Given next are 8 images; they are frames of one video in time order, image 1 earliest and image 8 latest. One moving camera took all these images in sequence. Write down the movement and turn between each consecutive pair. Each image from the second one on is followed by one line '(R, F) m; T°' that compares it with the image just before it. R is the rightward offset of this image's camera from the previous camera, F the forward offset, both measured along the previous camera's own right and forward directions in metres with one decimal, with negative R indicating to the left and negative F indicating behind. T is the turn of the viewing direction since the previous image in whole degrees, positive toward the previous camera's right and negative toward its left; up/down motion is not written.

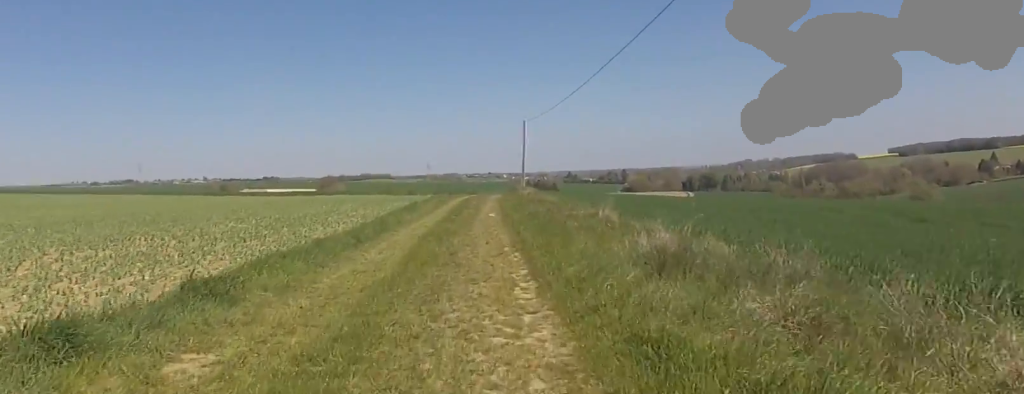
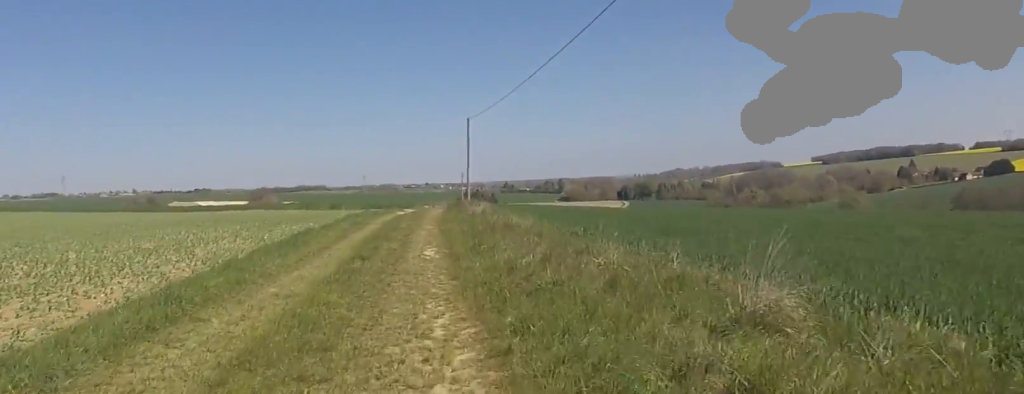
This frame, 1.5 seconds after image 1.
(+0.6, +8.9) m; +14°
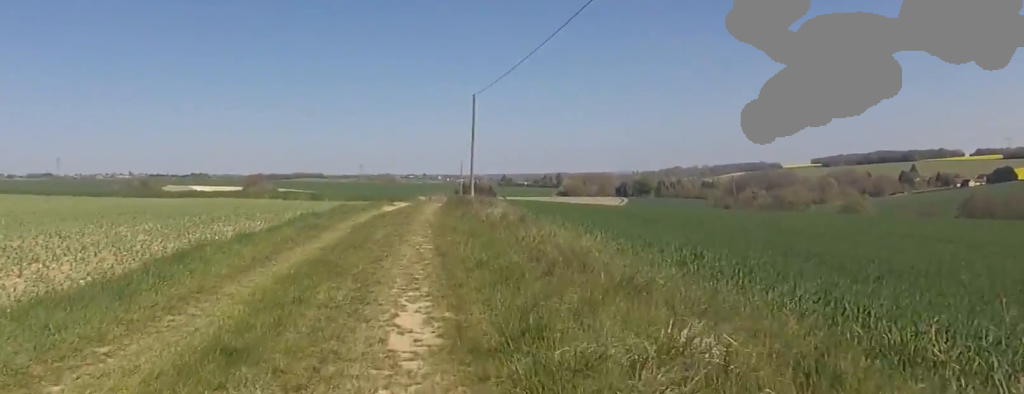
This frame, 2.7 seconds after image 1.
(+0.5, +6.8) m; -6°
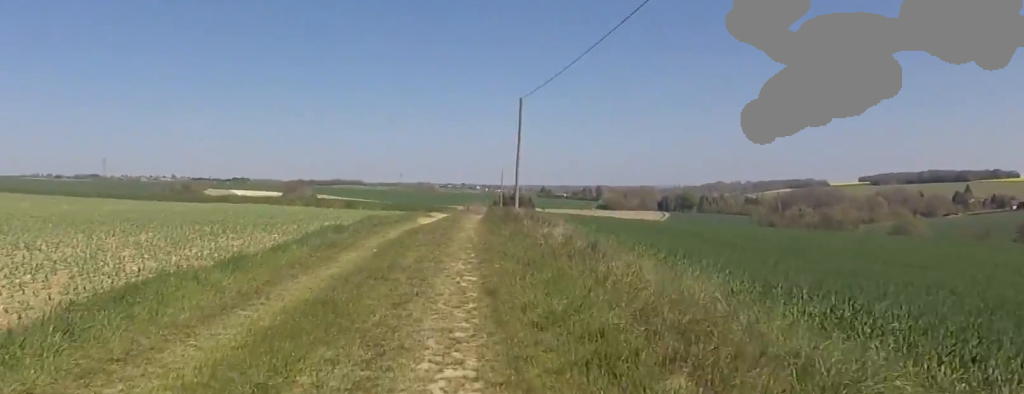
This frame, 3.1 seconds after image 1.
(-0.3, +2.4) m; -6°
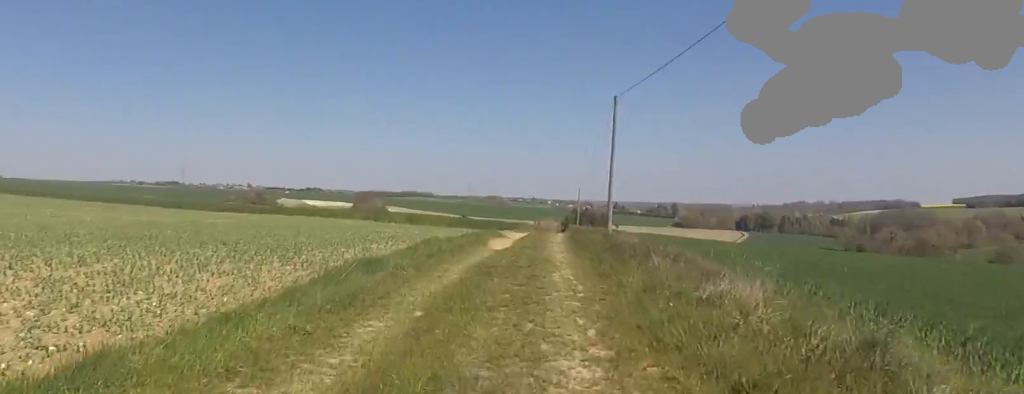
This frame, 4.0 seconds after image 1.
(-0.2, +4.7) m; -3°
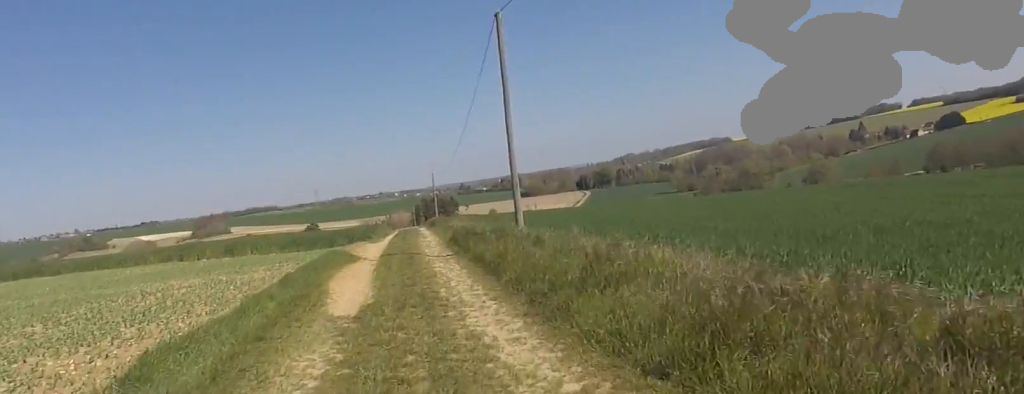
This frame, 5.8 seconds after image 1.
(+1.4, +9.0) m; +18°
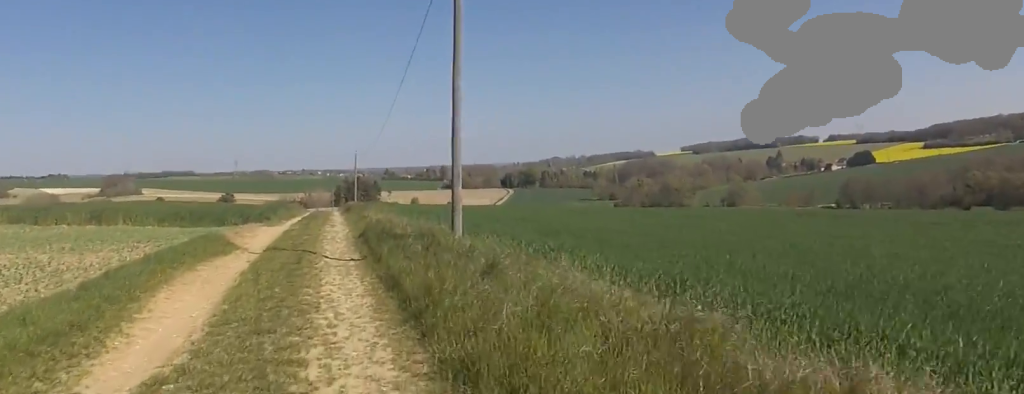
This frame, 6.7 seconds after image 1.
(+0.3, +4.4) m; -6°
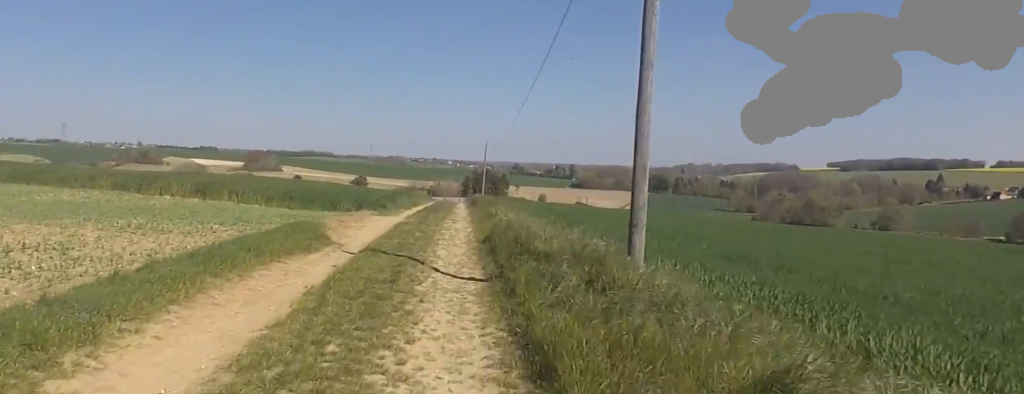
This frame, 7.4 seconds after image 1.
(-0.8, +3.7) m; -12°
